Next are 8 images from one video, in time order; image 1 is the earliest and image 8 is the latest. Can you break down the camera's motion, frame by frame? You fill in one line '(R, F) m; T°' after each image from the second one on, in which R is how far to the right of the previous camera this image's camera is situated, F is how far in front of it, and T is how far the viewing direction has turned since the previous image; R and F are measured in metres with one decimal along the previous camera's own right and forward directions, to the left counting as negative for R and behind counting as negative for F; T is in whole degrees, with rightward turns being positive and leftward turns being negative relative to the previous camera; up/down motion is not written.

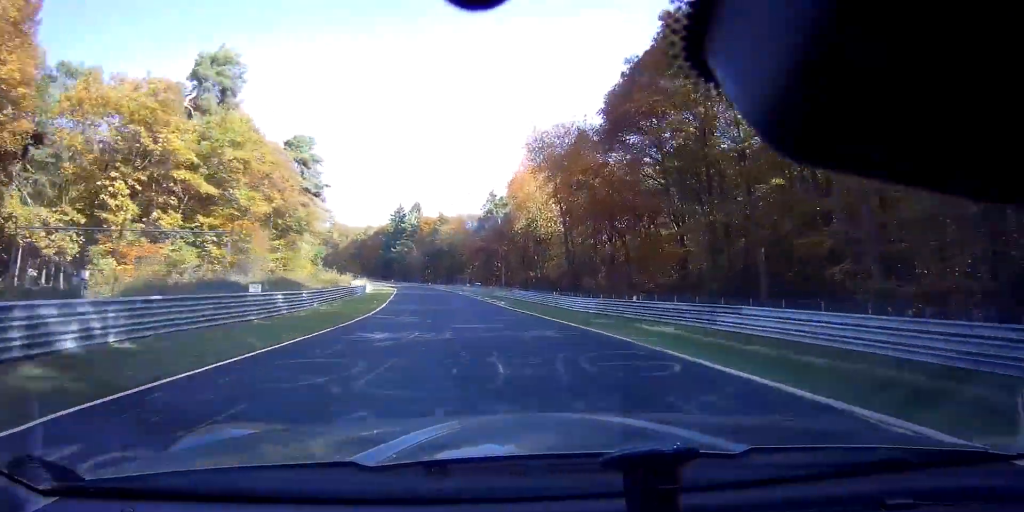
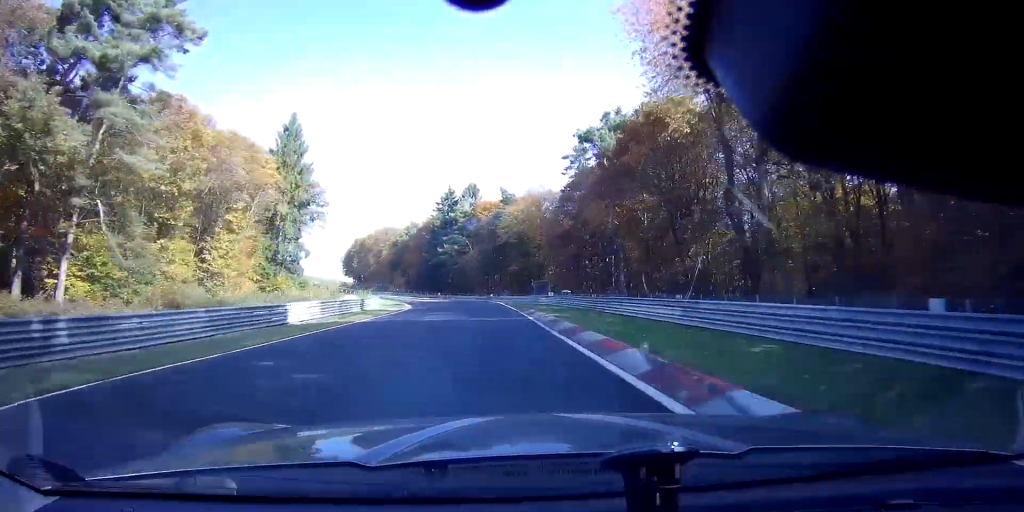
(-2.1, +41.1) m; -9°
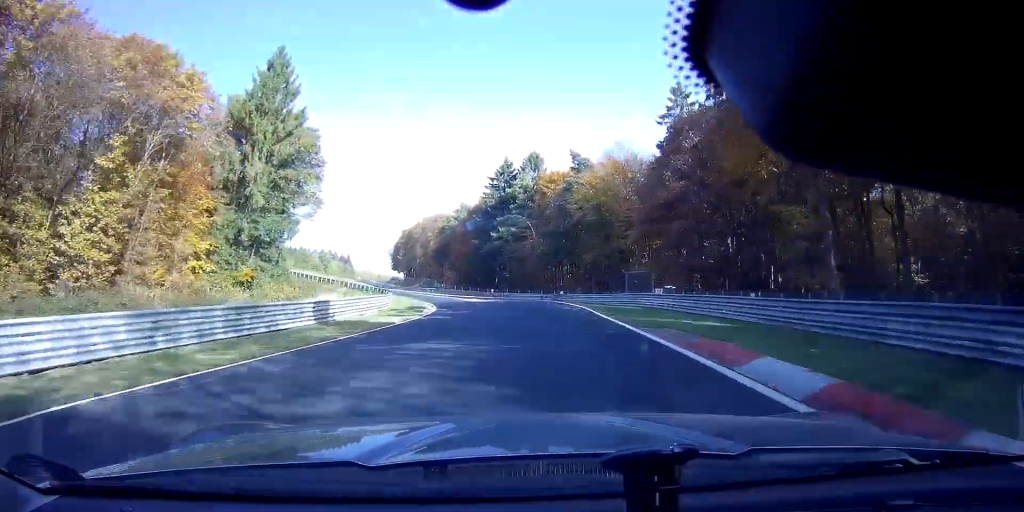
(-1.8, +20.2) m; -7°
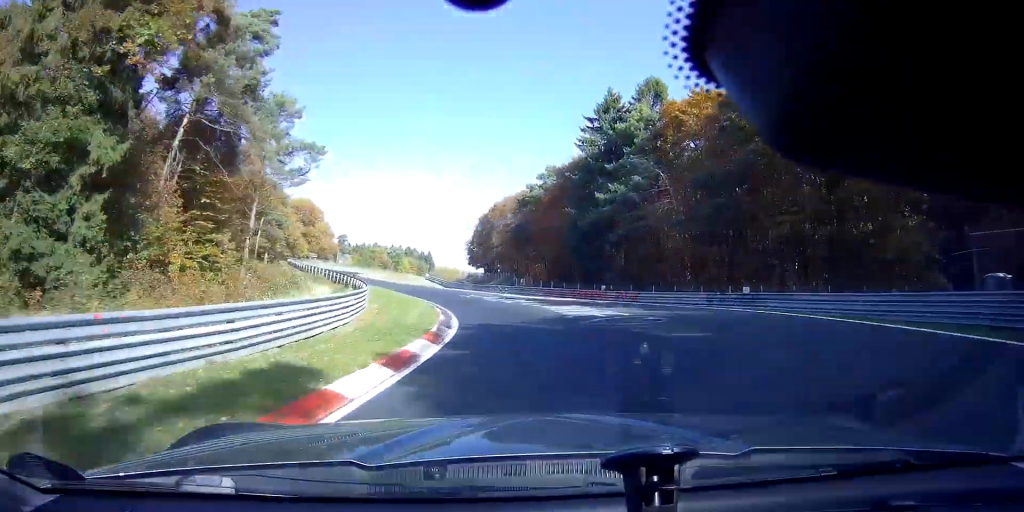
(-2.6, +28.4) m; -11°
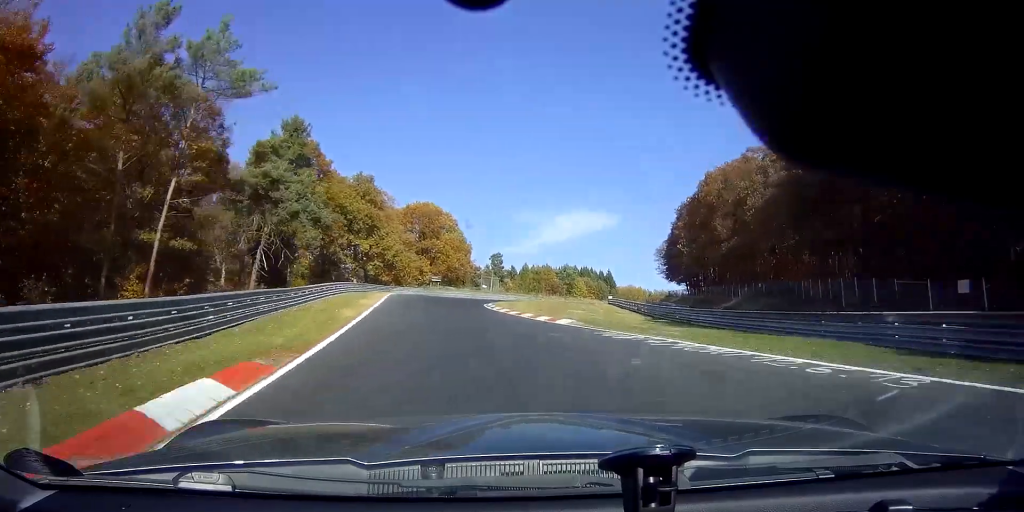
(-6.3, +41.0) m; -15°
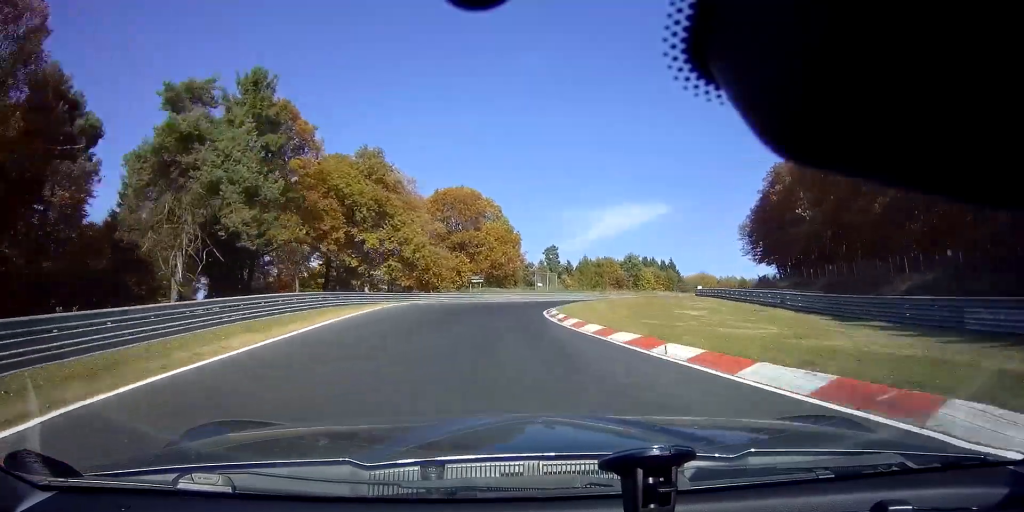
(-0.9, +18.7) m; -2°
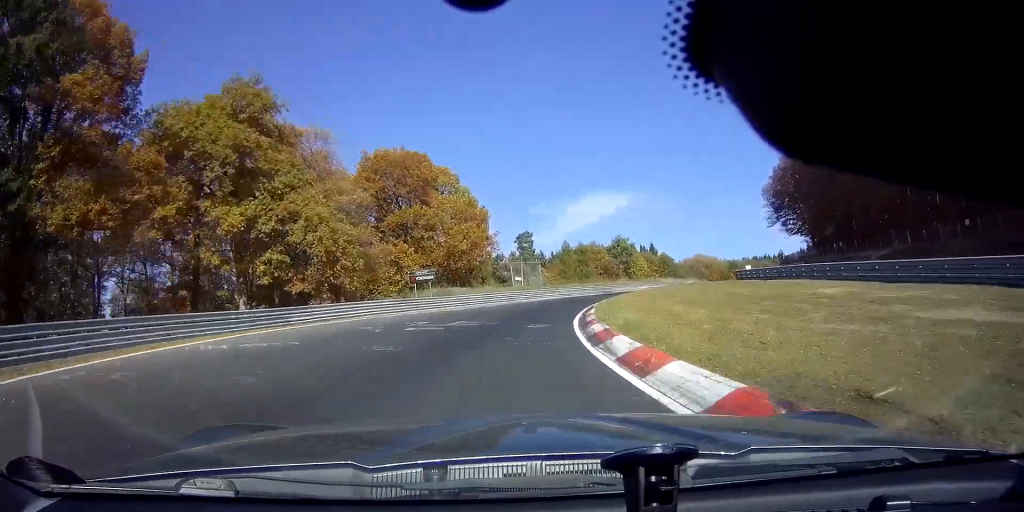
(-1.0, +22.2) m; +2°
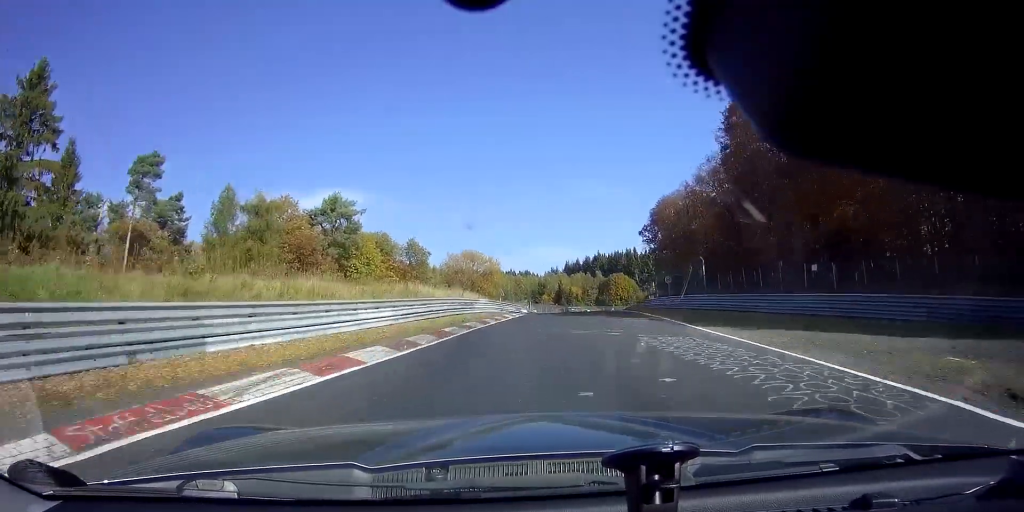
(+11.6, +53.1) m; +24°
